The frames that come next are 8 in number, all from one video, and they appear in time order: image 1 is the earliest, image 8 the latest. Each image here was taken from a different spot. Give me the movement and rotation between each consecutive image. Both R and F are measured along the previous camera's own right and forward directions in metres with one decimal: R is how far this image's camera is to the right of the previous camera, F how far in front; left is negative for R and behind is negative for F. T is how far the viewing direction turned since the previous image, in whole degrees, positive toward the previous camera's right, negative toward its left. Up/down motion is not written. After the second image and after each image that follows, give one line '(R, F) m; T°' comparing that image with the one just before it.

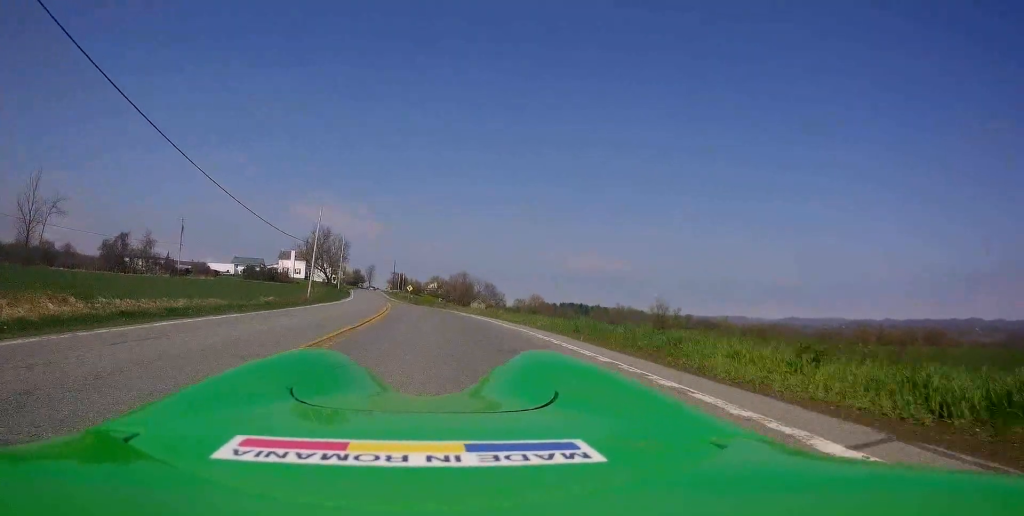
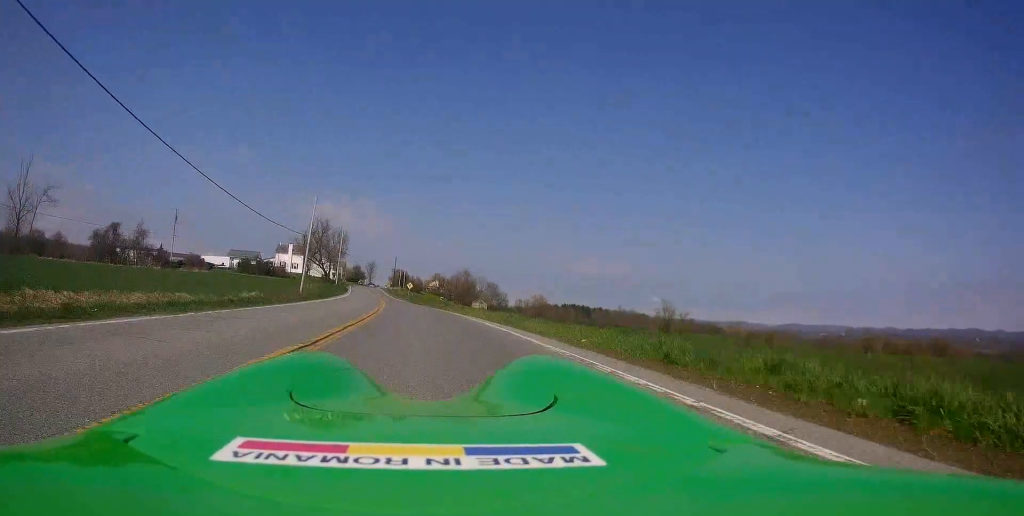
(+0.1, +5.0) m; -1°
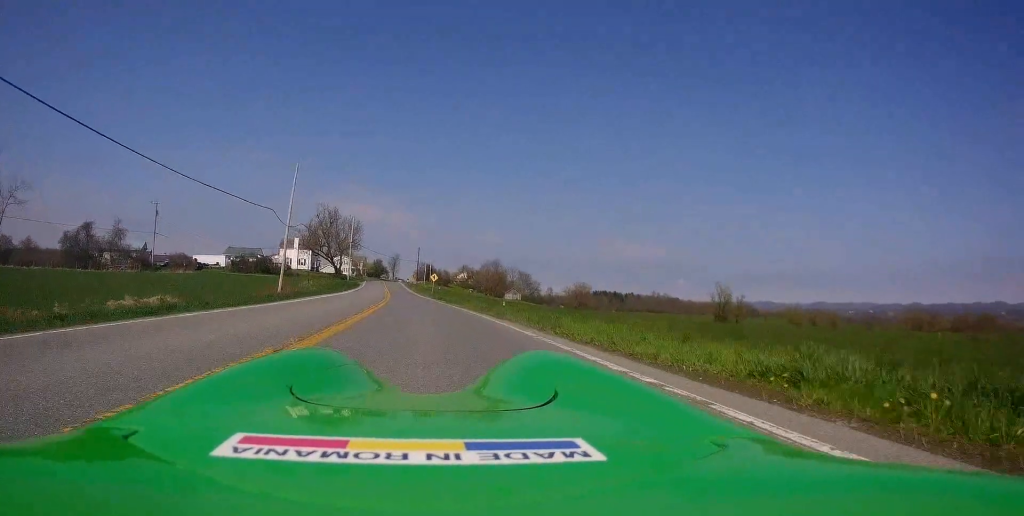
(-0.5, +18.9) m; -2°
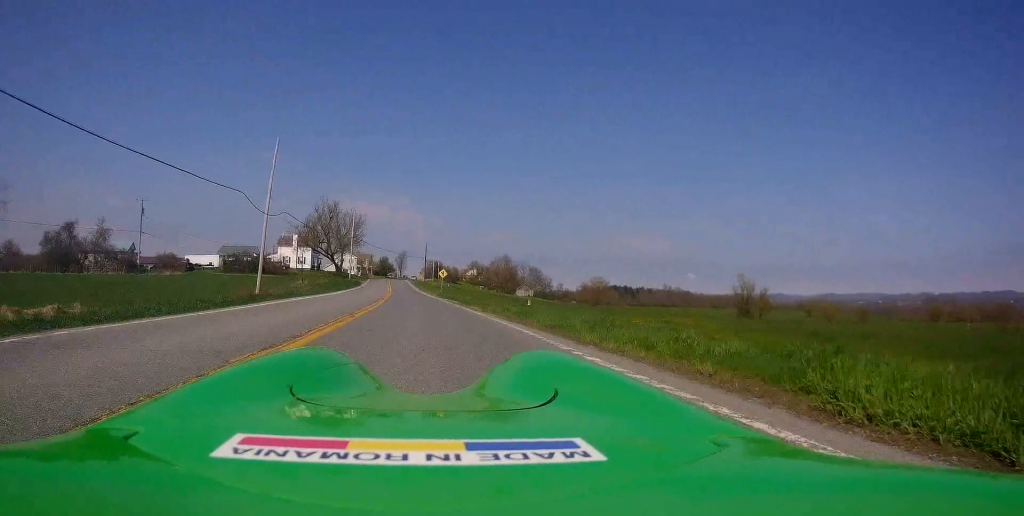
(0.0, +8.1) m; -1°
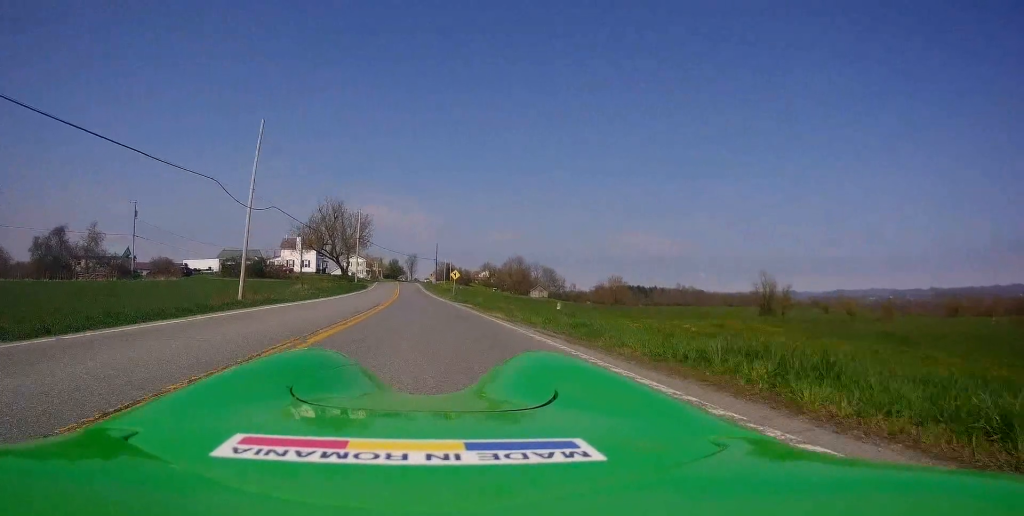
(-0.1, +5.7) m; -1°
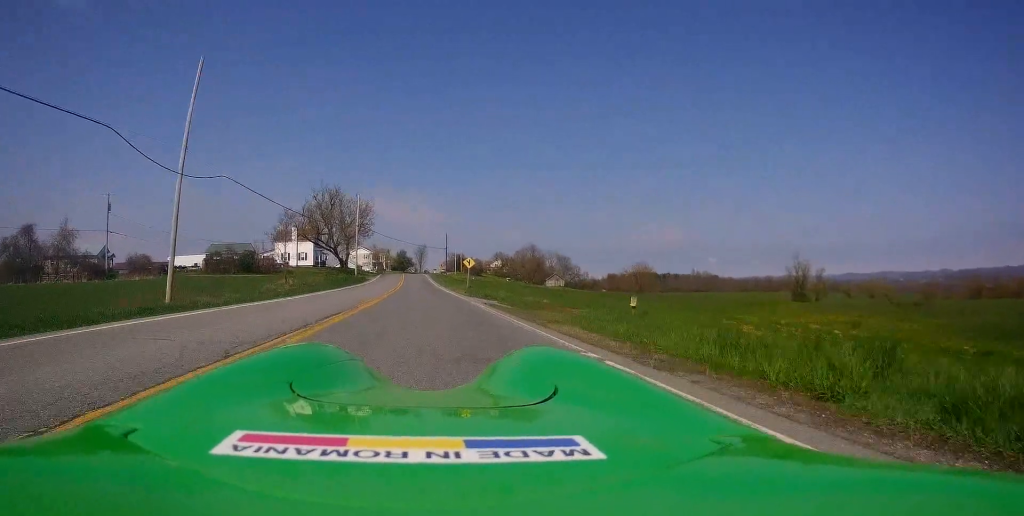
(-0.1, +10.2) m; -1°
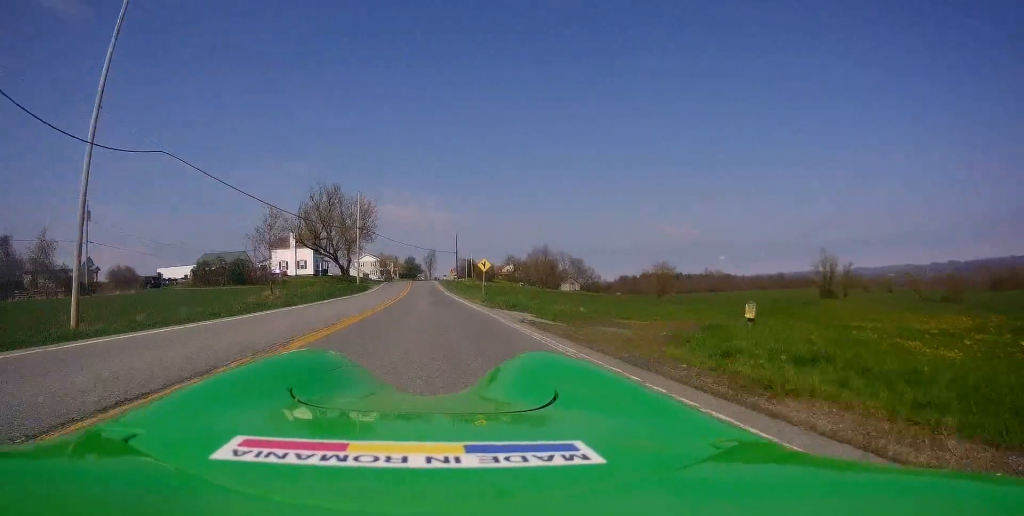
(0.0, +7.4) m; 0°
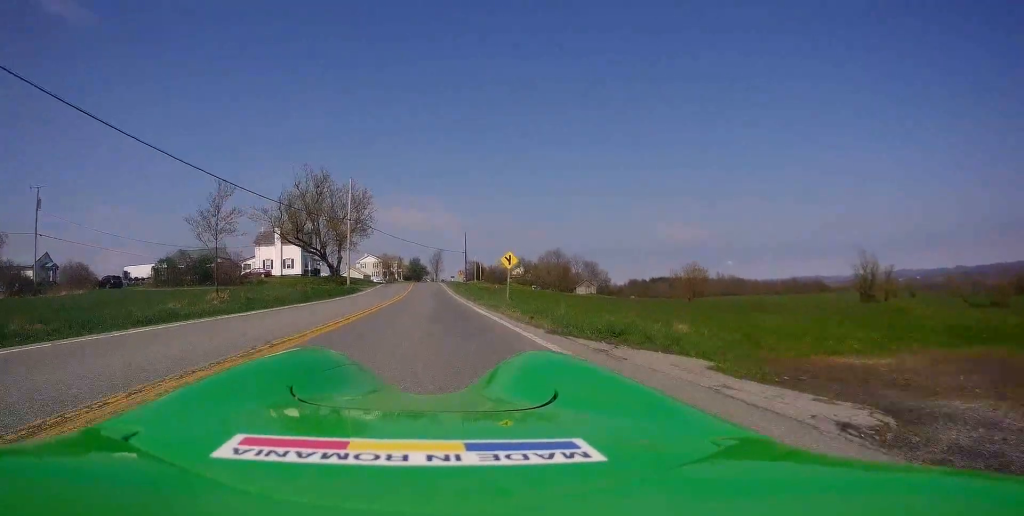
(0.0, +12.4) m; -1°
